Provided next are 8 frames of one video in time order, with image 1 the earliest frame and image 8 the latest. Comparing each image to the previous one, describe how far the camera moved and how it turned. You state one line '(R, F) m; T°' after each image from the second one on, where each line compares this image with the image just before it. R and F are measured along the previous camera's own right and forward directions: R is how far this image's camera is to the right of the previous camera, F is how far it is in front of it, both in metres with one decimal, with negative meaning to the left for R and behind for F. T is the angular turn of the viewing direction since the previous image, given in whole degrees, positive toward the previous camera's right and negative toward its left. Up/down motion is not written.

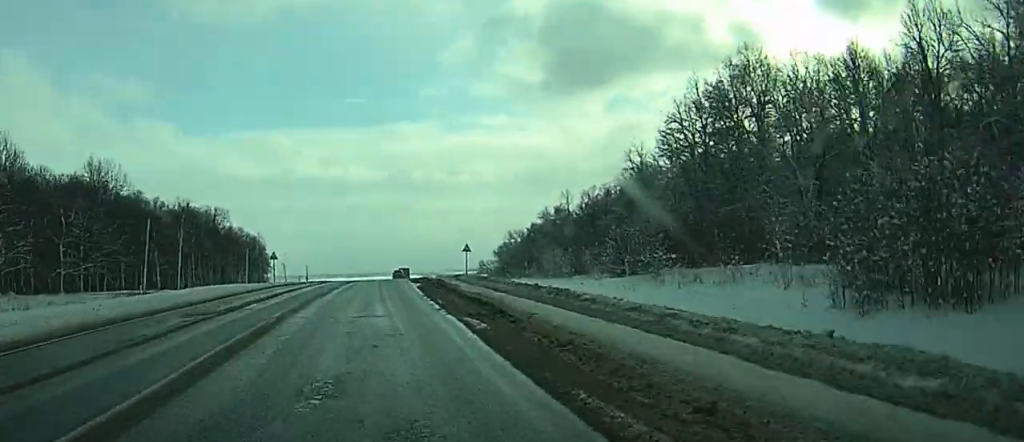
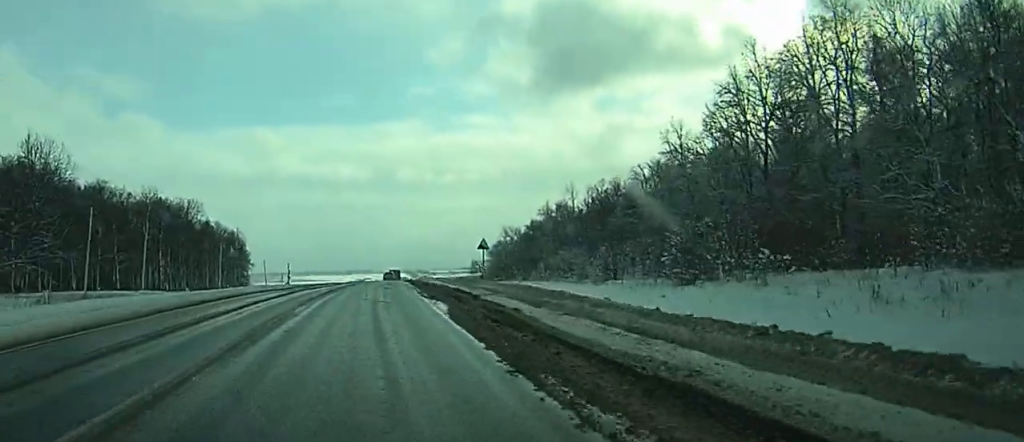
(-0.6, +17.8) m; 0°
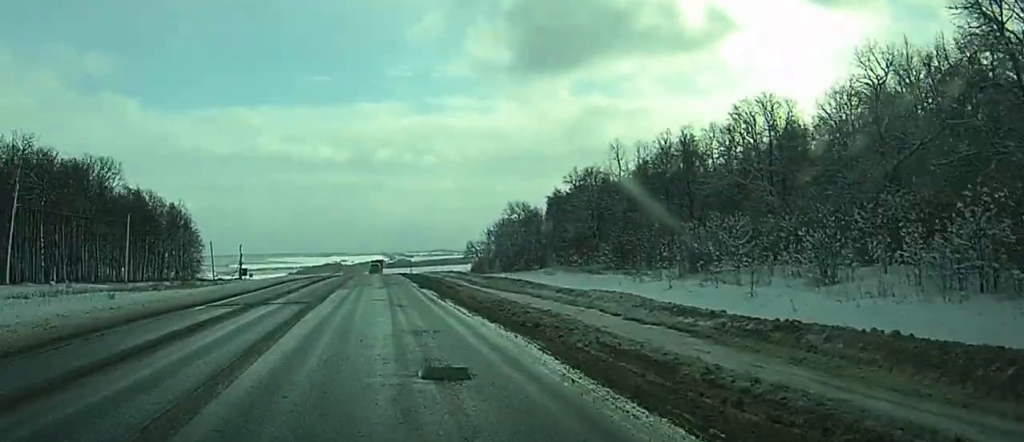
(+2.4, +51.1) m; +5°
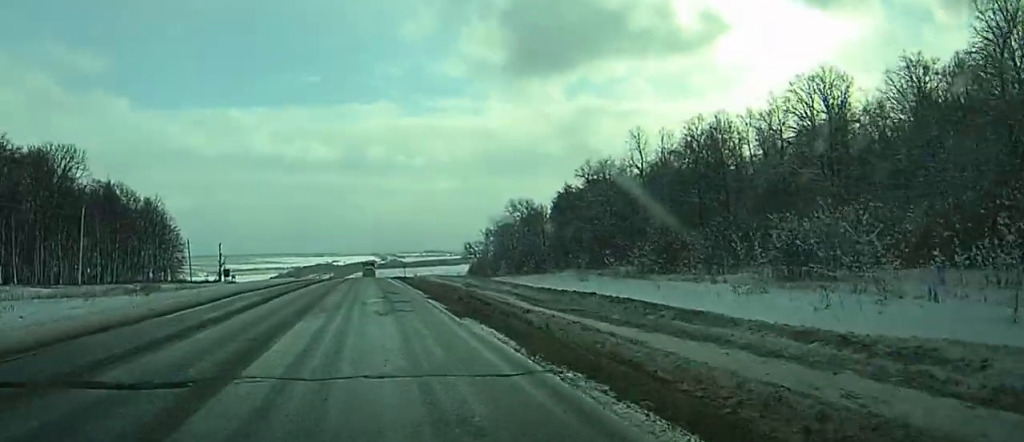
(+0.2, +15.7) m; +1°
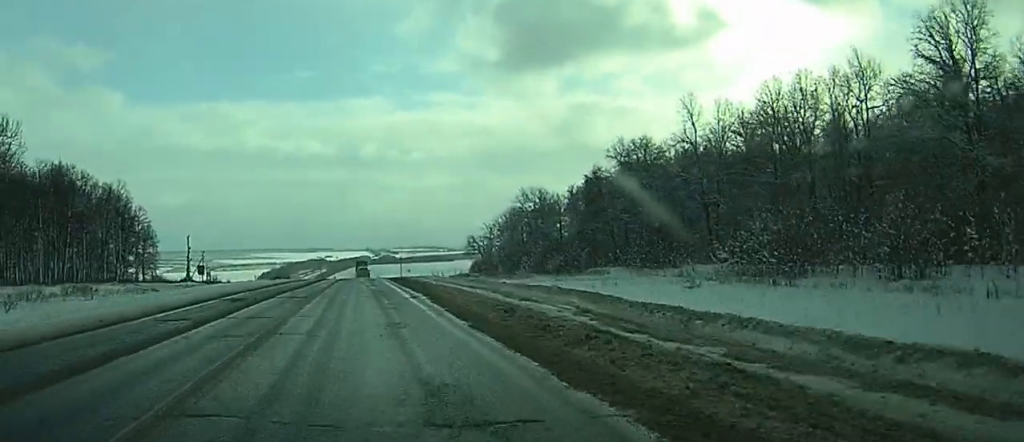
(0.0, +24.1) m; 0°
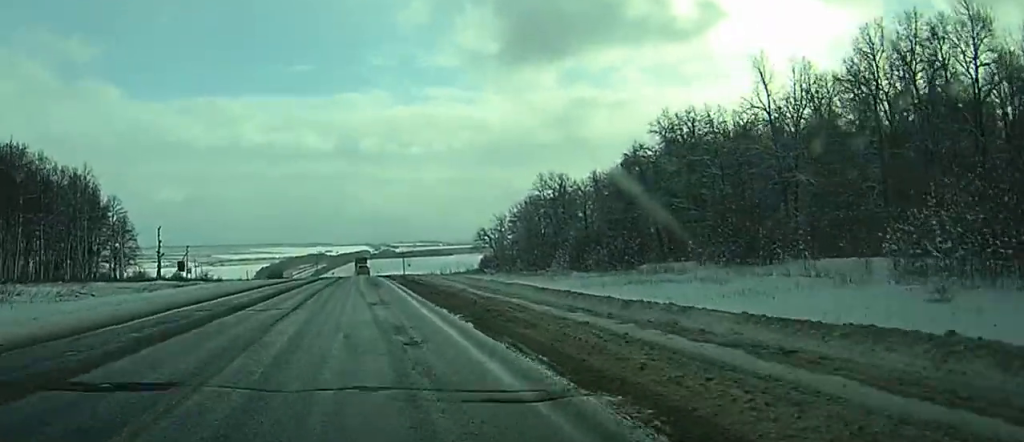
(0.0, +20.5) m; 0°
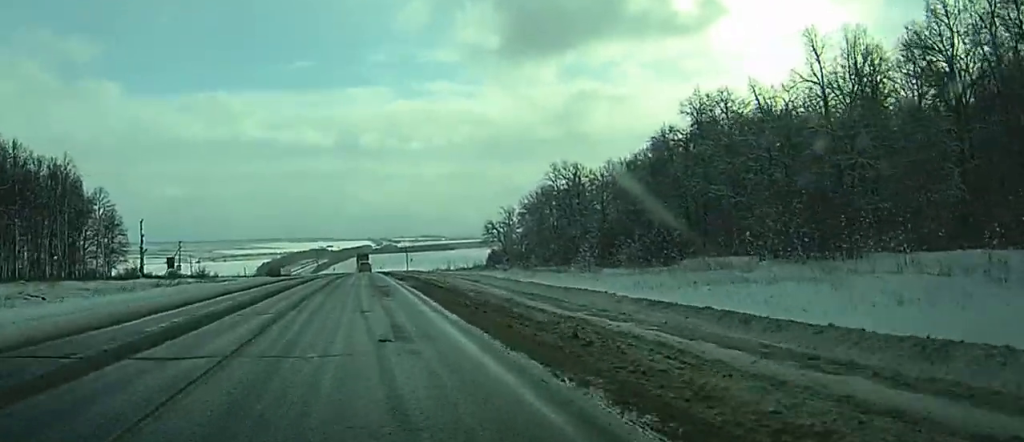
(0.0, +10.7) m; 0°
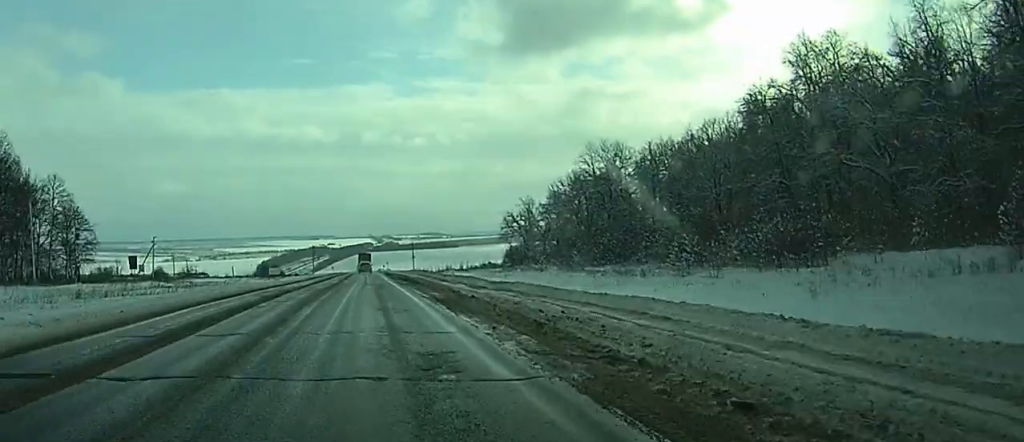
(0.0, +26.0) m; 0°
